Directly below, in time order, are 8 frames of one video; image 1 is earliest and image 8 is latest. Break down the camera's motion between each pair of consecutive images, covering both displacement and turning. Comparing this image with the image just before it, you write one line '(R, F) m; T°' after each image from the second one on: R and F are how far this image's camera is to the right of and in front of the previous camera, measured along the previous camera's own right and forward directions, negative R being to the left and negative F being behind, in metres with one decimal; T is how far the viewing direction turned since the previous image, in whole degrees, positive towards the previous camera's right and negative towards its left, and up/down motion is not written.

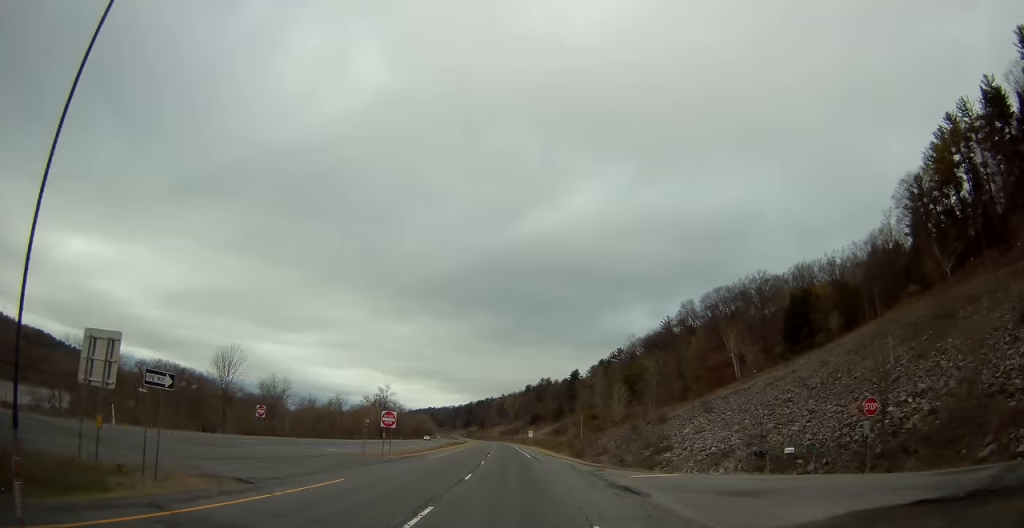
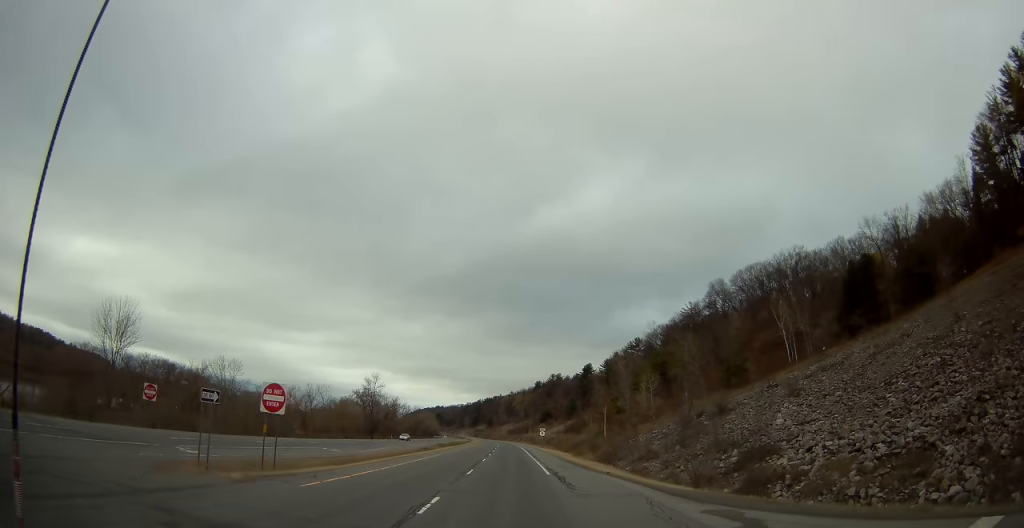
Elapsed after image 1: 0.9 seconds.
(+0.2, +22.8) m; 0°
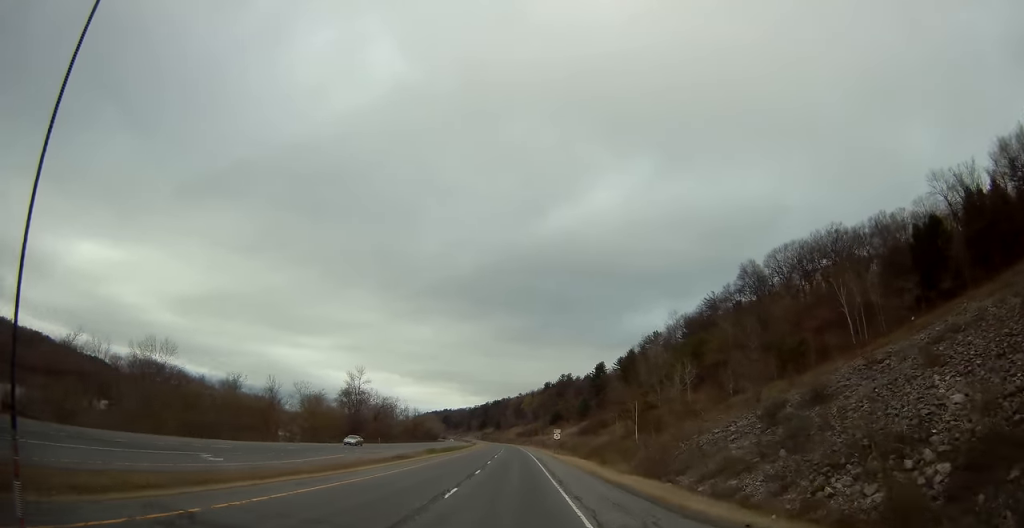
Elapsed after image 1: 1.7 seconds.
(-0.2, +20.3) m; -1°
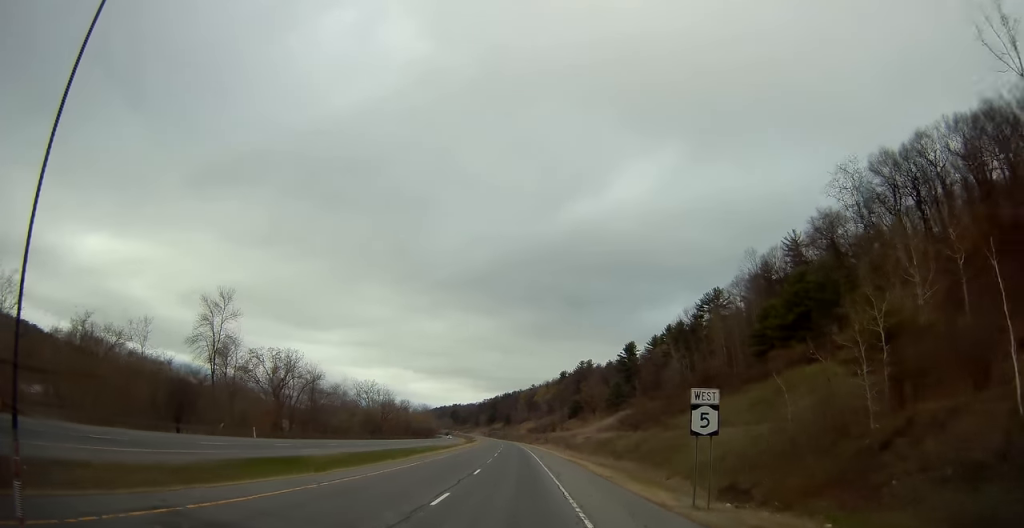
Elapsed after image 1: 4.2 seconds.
(-1.2, +62.5) m; -1°
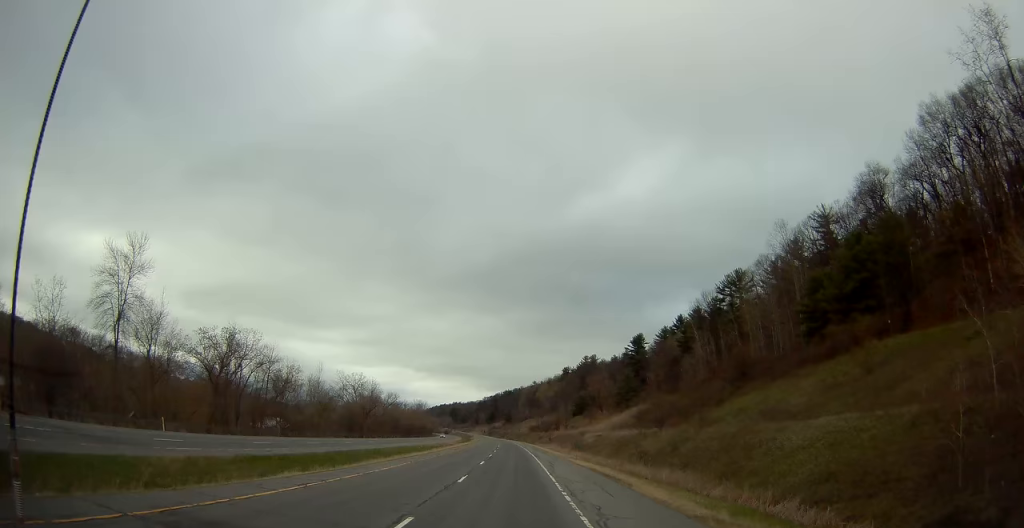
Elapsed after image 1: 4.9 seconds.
(+0.1, +17.9) m; 0°
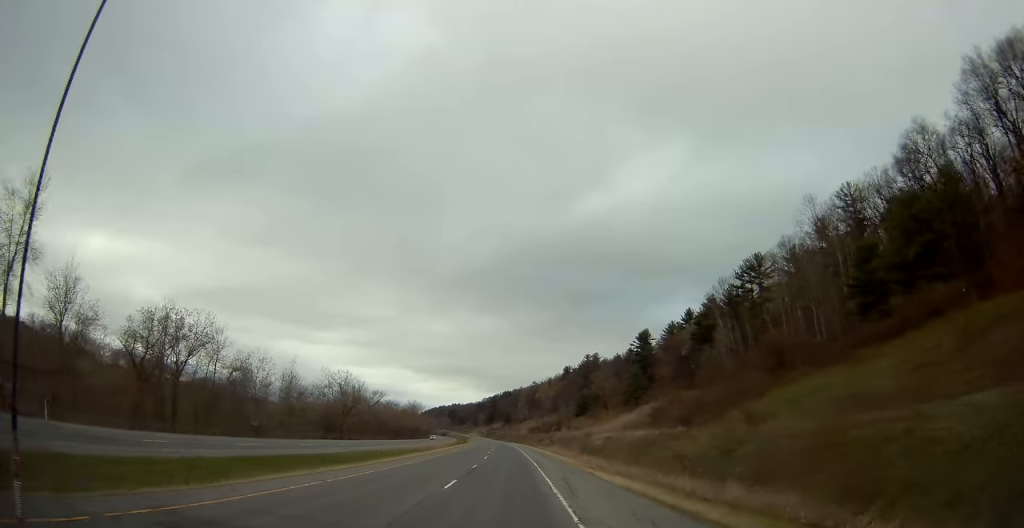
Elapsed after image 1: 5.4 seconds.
(-0.2, +14.5) m; -1°
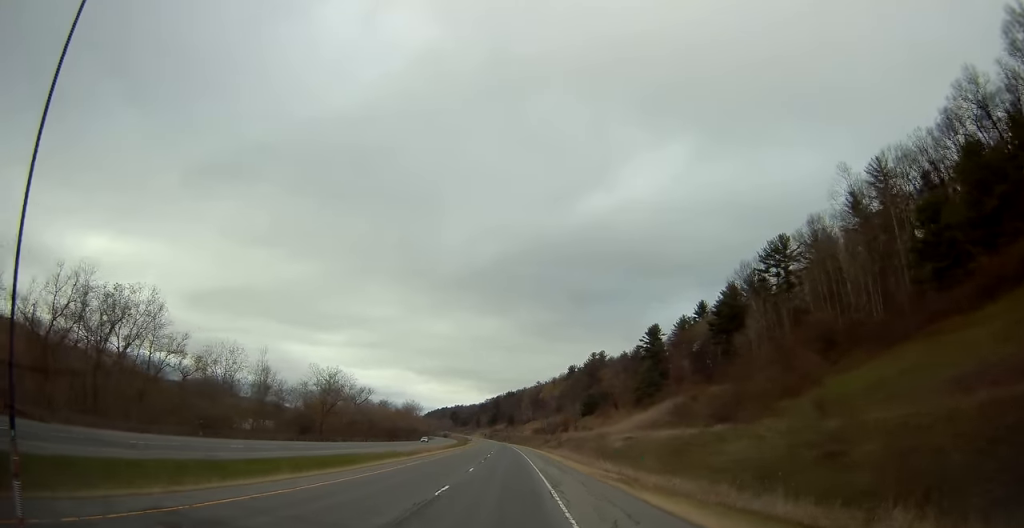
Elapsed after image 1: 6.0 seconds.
(-0.1, +13.7) m; 0°
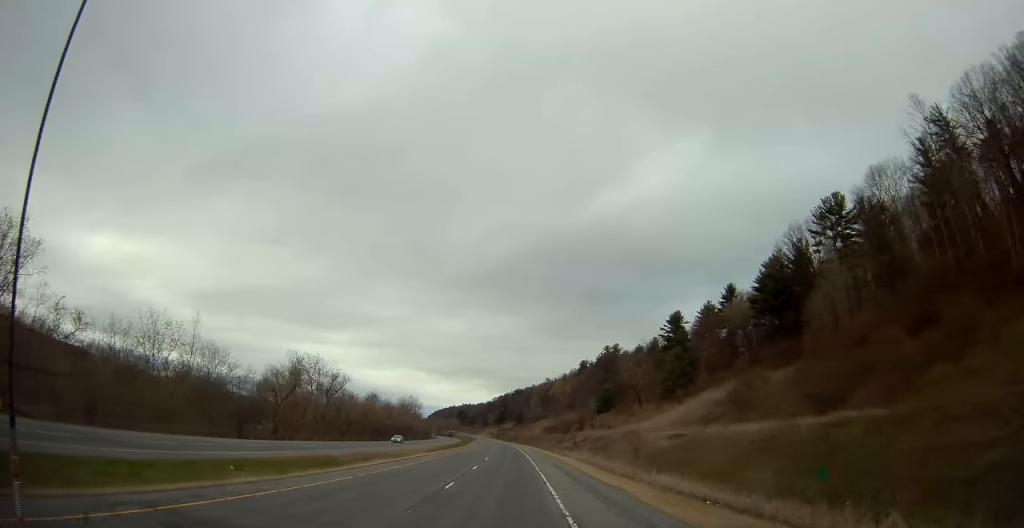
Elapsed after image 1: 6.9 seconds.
(-0.1, +23.1) m; 0°
